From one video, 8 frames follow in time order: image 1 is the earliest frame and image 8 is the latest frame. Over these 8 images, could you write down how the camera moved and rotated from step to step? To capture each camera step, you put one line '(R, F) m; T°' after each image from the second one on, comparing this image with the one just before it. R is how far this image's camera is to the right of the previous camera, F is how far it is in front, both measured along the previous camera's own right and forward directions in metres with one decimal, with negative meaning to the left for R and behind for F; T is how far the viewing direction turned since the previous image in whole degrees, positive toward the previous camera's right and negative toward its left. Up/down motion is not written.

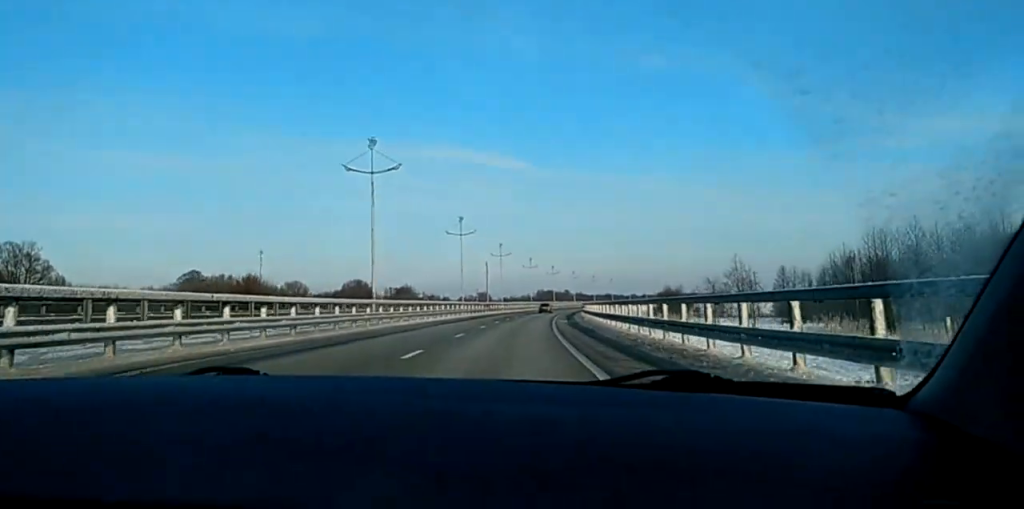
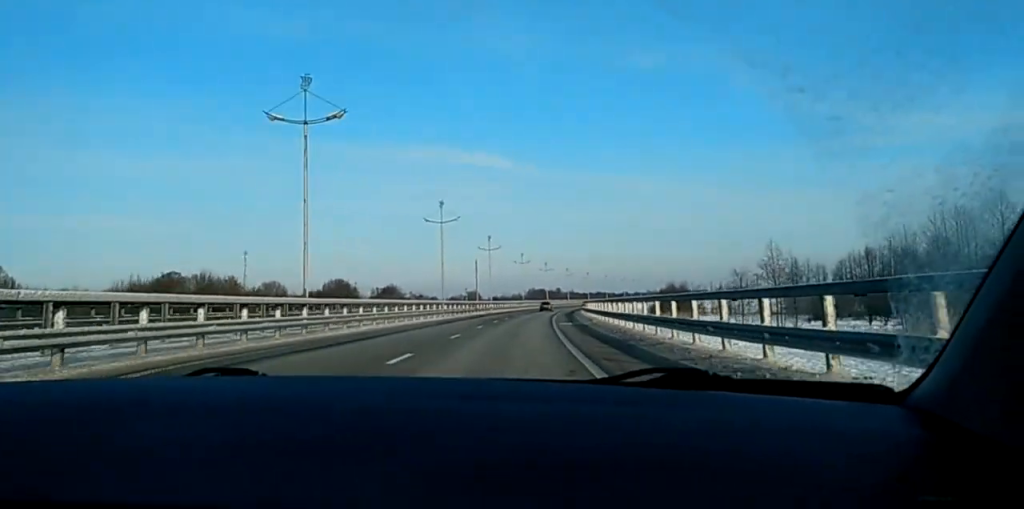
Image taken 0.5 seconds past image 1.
(0.0, +12.4) m; 0°
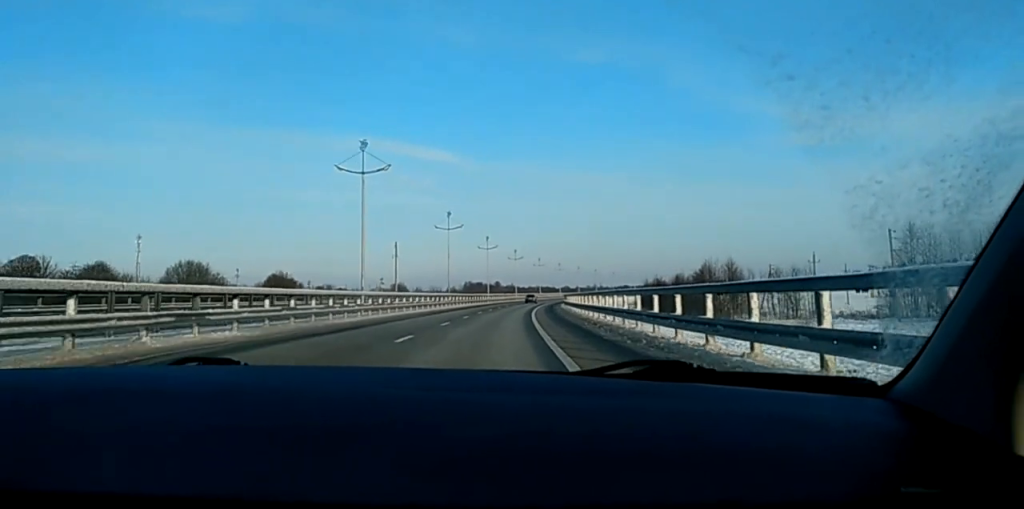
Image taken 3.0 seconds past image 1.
(+1.4, +66.5) m; +3°
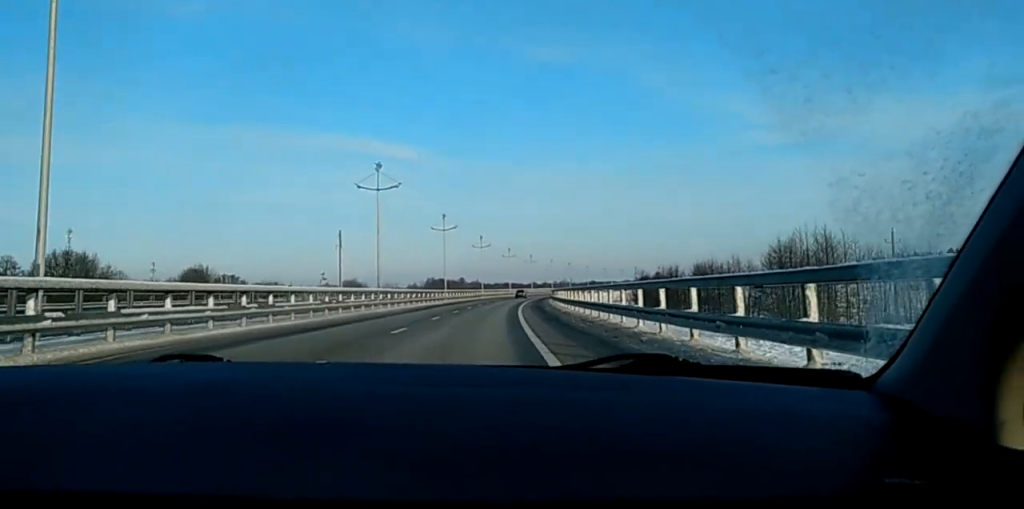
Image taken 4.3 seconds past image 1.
(+0.5, +32.3) m; +2°
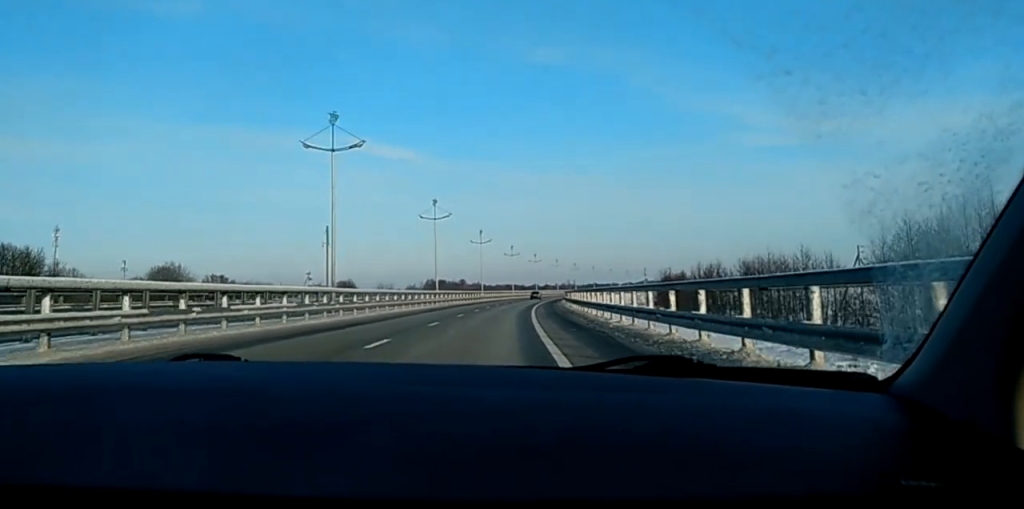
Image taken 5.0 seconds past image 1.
(+0.3, +17.4) m; +1°
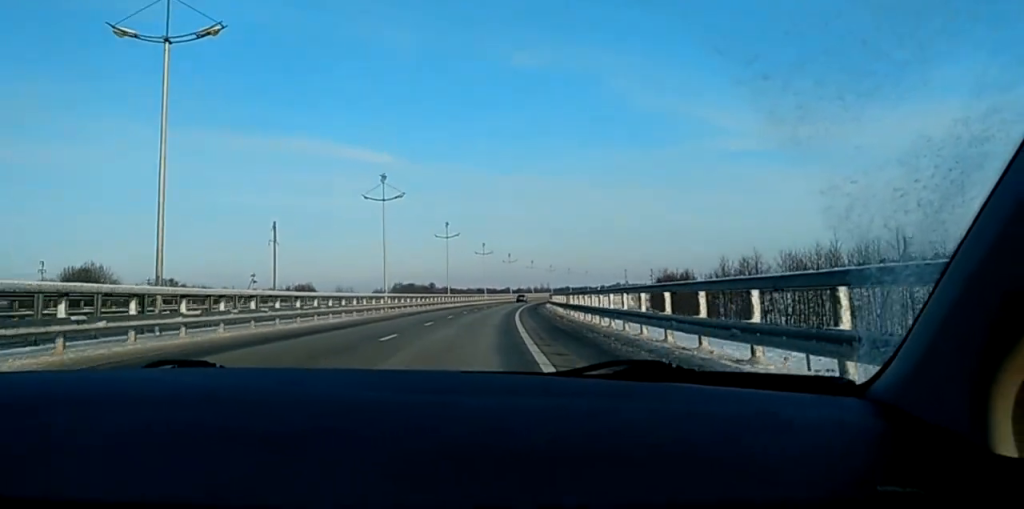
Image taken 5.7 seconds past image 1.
(+0.2, +19.3) m; +1°
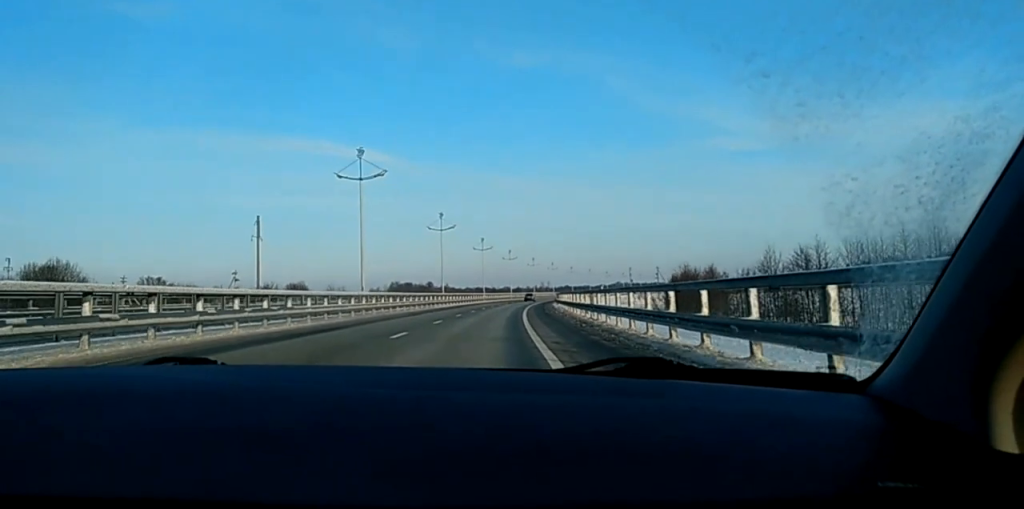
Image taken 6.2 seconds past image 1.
(0.0, +11.2) m; +1°
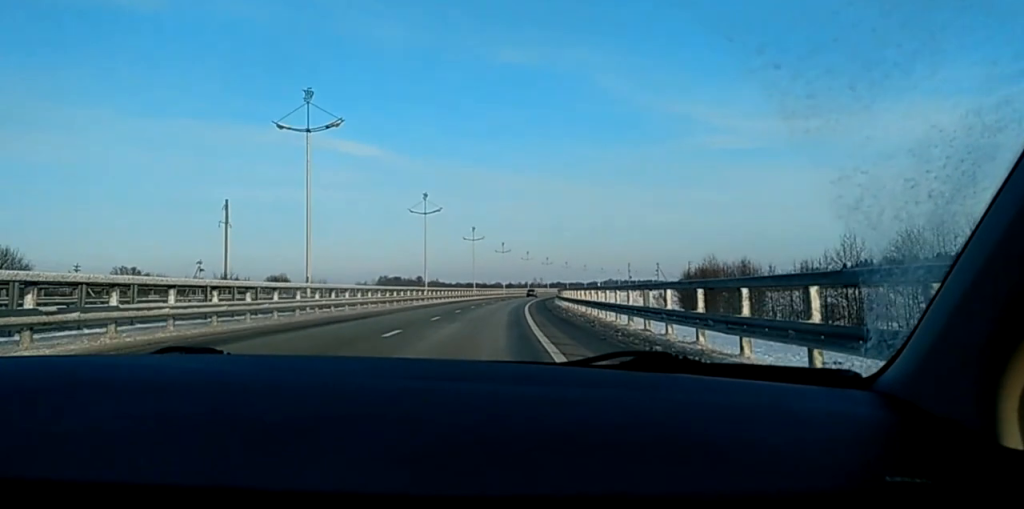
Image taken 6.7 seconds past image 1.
(+0.2, +14.1) m; 0°
